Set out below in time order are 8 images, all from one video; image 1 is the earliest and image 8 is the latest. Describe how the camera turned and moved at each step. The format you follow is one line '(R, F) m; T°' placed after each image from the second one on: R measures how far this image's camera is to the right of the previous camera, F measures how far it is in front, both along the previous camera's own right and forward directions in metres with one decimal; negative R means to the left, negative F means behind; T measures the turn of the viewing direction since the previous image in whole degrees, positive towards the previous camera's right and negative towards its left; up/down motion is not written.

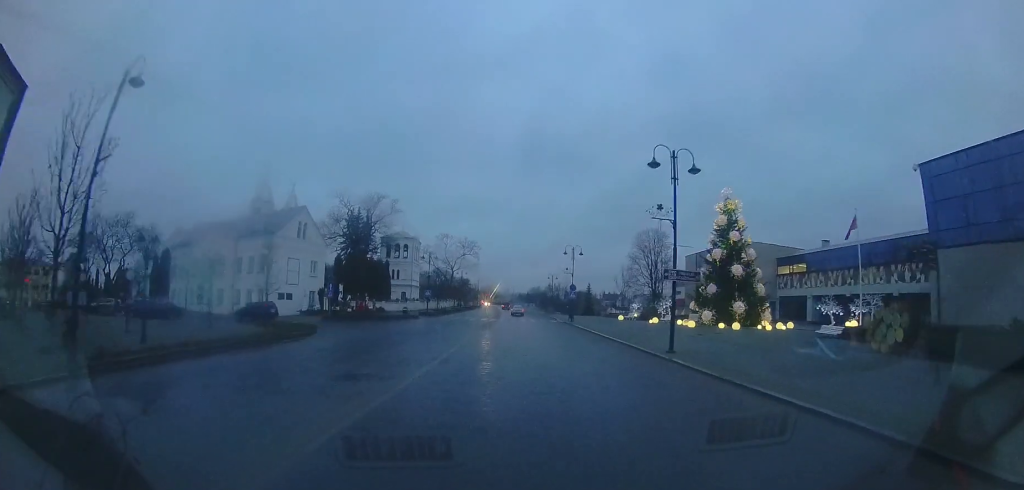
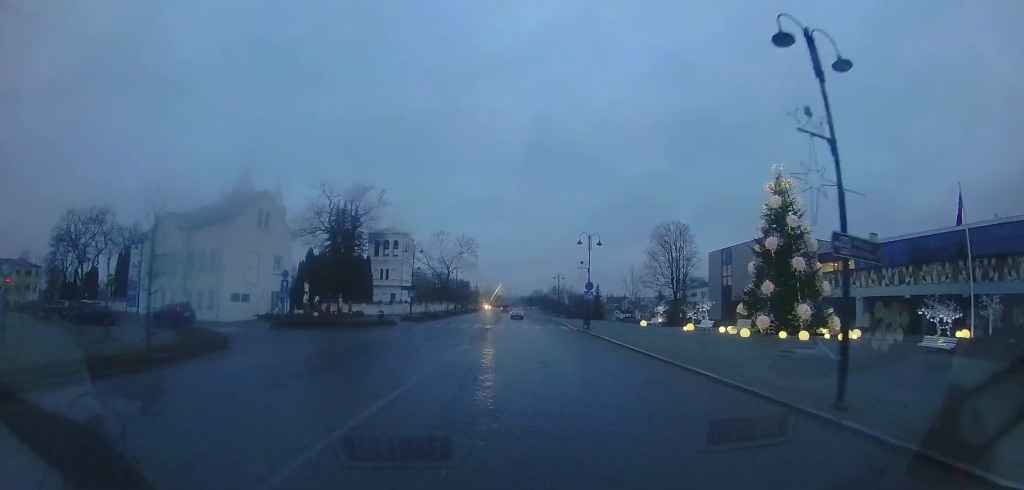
(0.0, +7.1) m; -1°
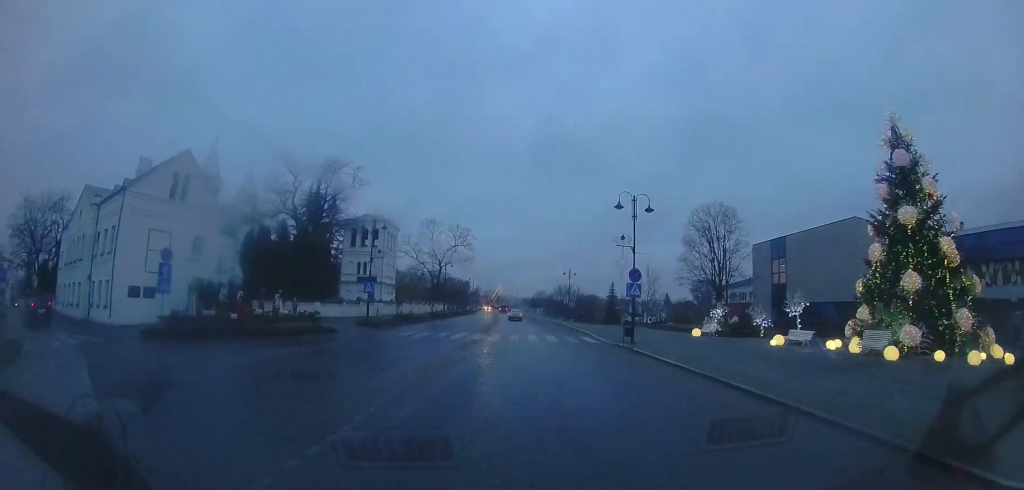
(-0.3, +10.2) m; -2°
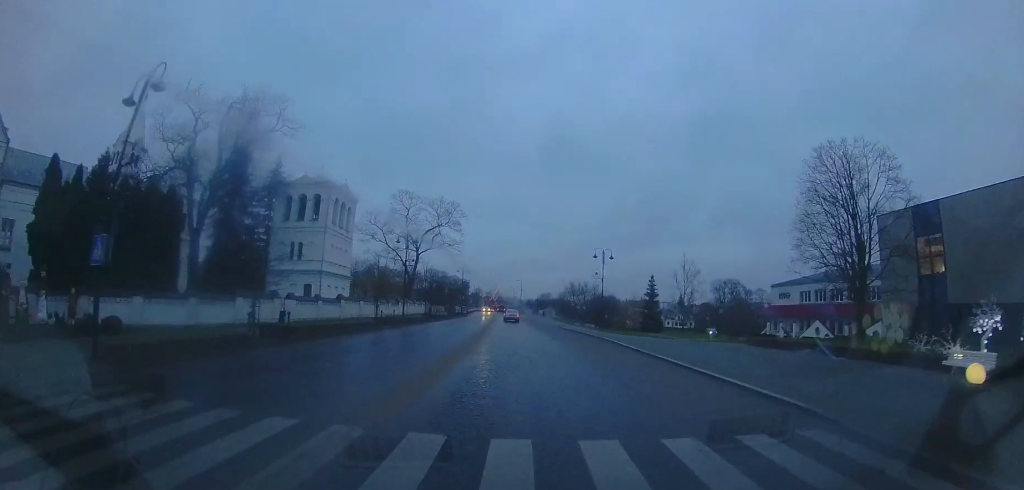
(-0.2, +17.4) m; -1°
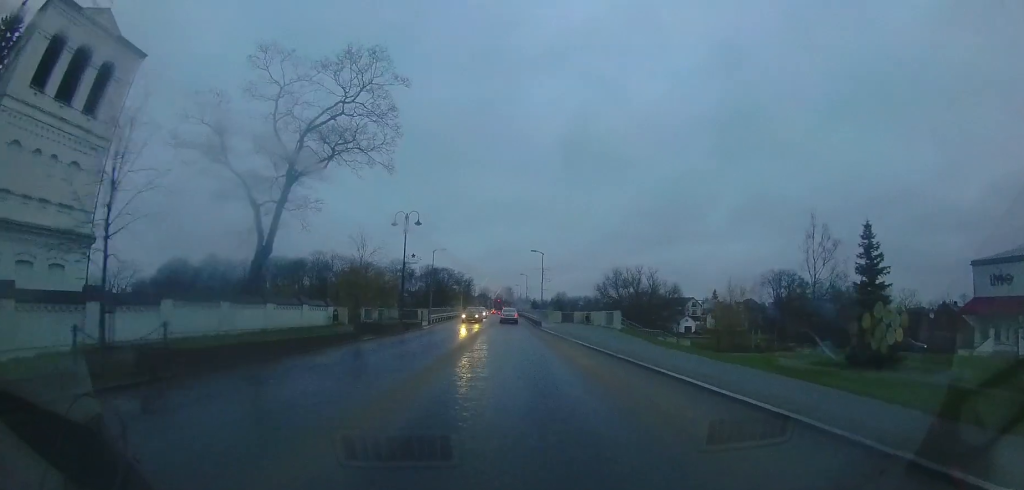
(-0.9, +30.6) m; -3°
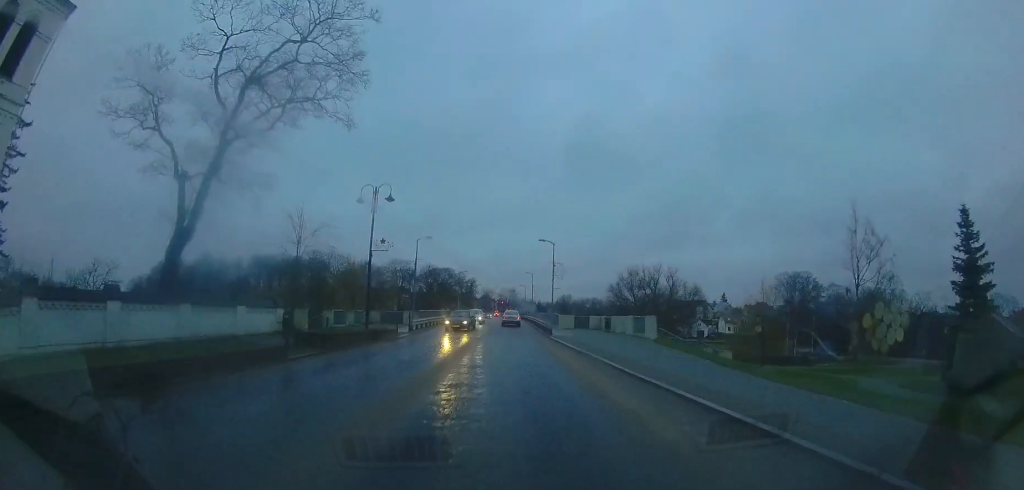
(-0.1, +5.8) m; +1°
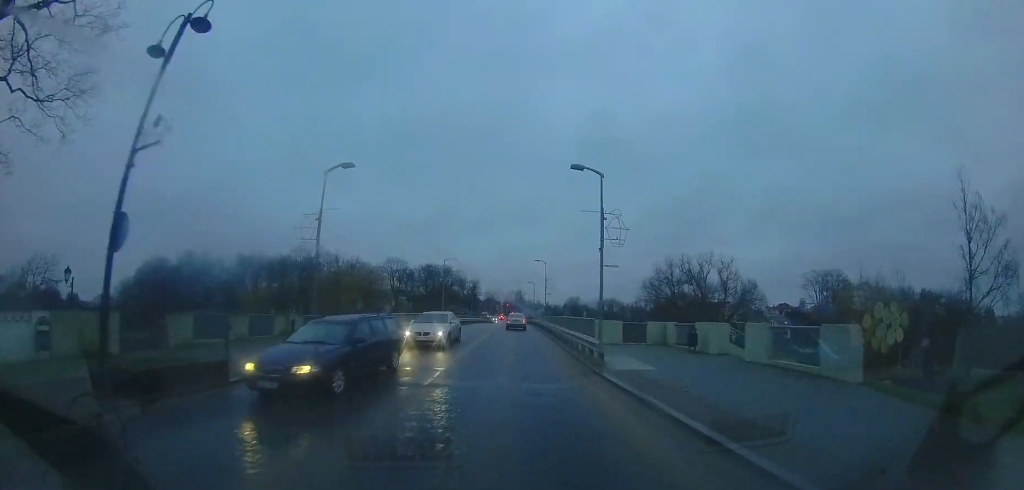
(+0.2, +11.9) m; 0°
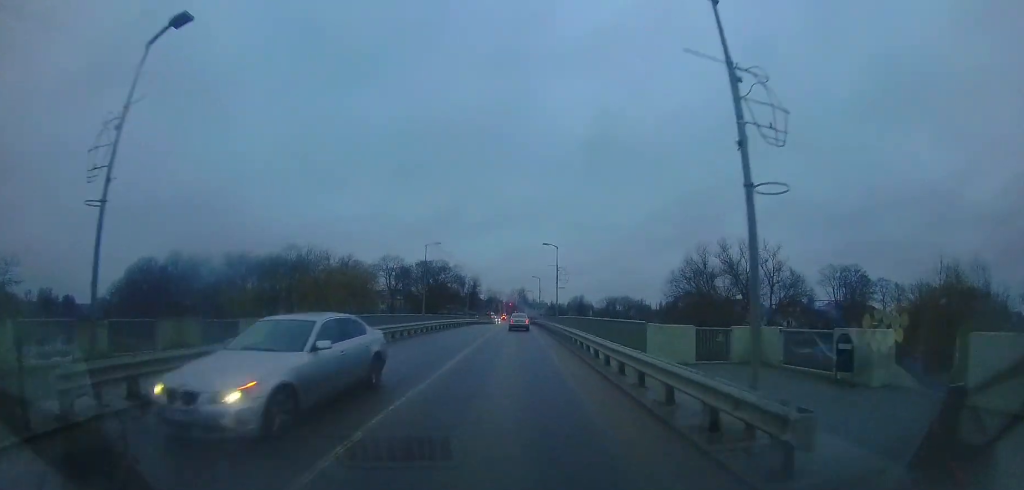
(-0.1, +6.9) m; -1°
